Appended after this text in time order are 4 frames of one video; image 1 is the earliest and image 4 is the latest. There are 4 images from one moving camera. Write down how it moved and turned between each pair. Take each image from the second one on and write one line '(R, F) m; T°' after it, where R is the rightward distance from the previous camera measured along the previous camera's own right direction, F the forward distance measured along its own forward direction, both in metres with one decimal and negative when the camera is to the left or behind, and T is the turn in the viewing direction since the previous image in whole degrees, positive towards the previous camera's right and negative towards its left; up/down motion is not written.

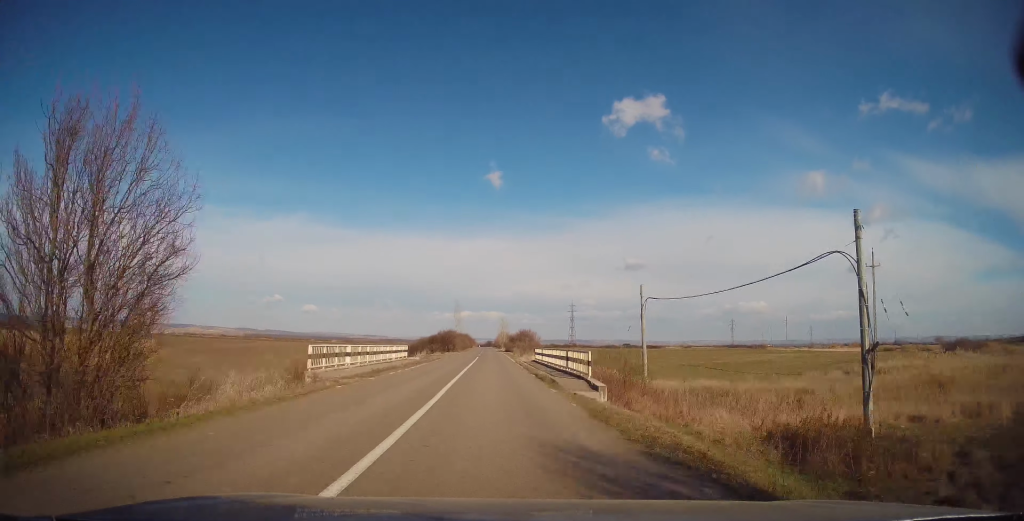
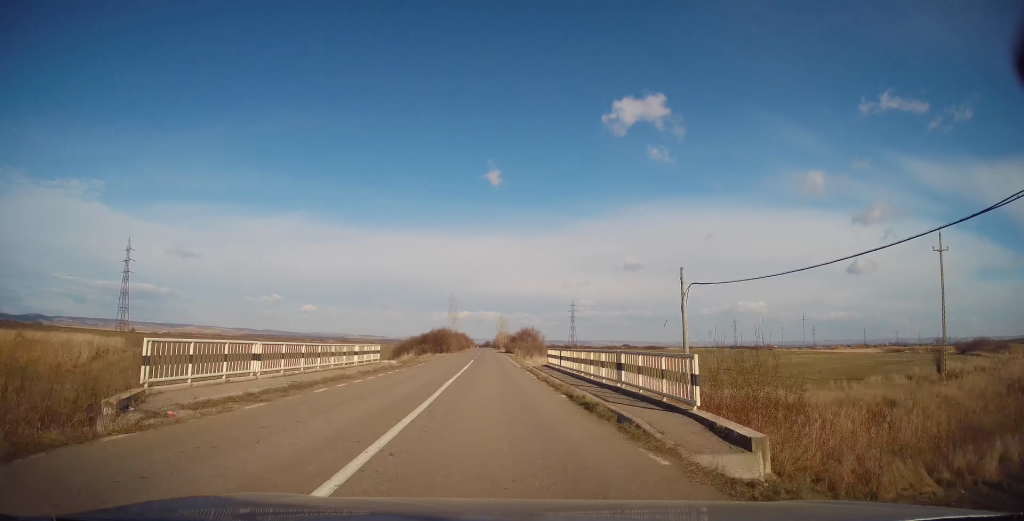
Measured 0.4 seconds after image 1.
(0.0, +10.0) m; 0°
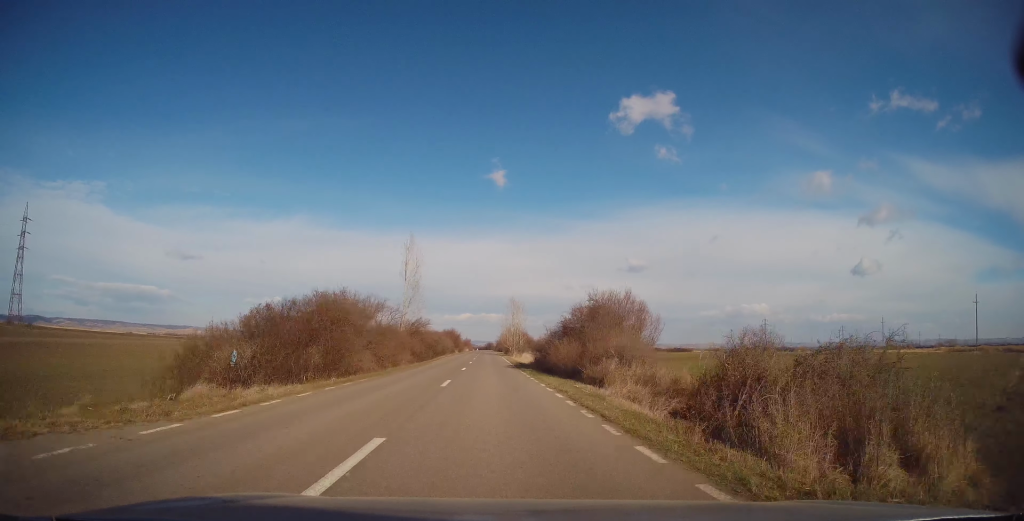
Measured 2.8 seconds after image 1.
(+0.6, +60.0) m; 0°
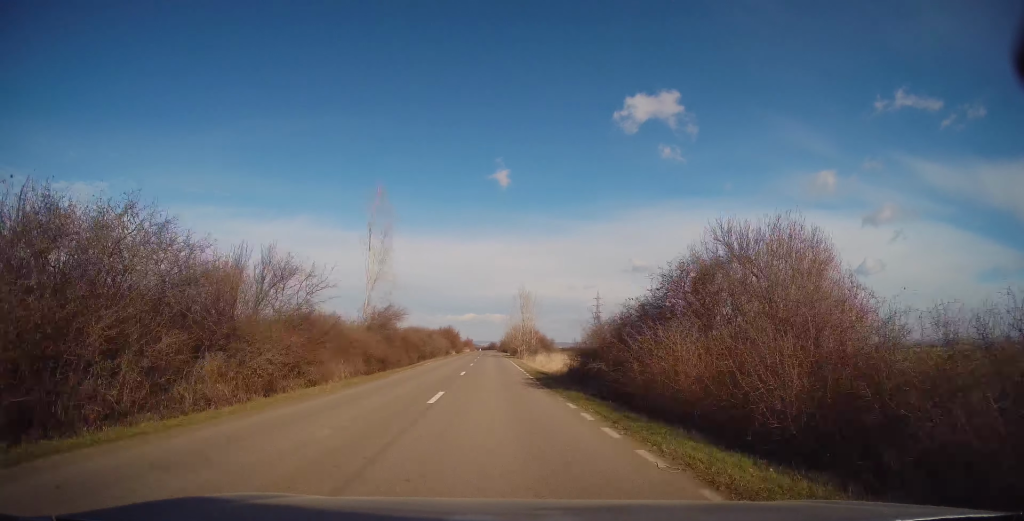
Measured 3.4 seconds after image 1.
(0.0, +16.0) m; 0°
